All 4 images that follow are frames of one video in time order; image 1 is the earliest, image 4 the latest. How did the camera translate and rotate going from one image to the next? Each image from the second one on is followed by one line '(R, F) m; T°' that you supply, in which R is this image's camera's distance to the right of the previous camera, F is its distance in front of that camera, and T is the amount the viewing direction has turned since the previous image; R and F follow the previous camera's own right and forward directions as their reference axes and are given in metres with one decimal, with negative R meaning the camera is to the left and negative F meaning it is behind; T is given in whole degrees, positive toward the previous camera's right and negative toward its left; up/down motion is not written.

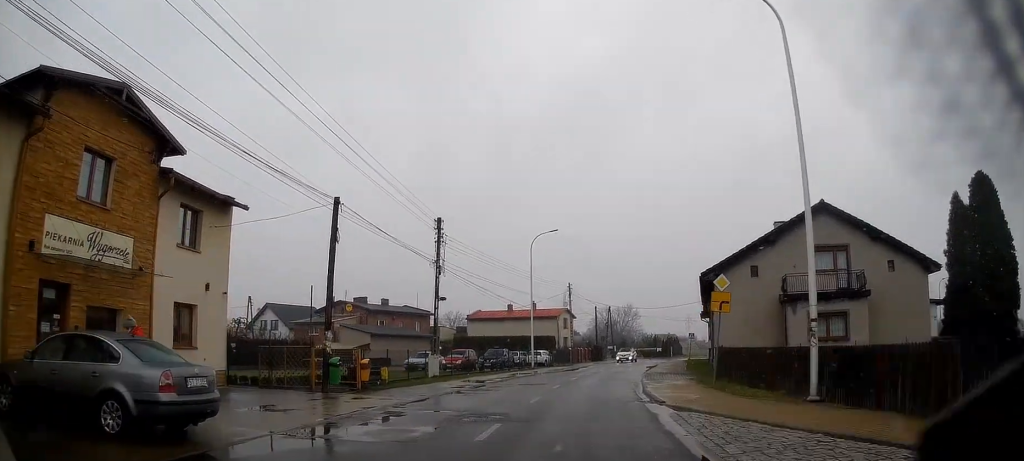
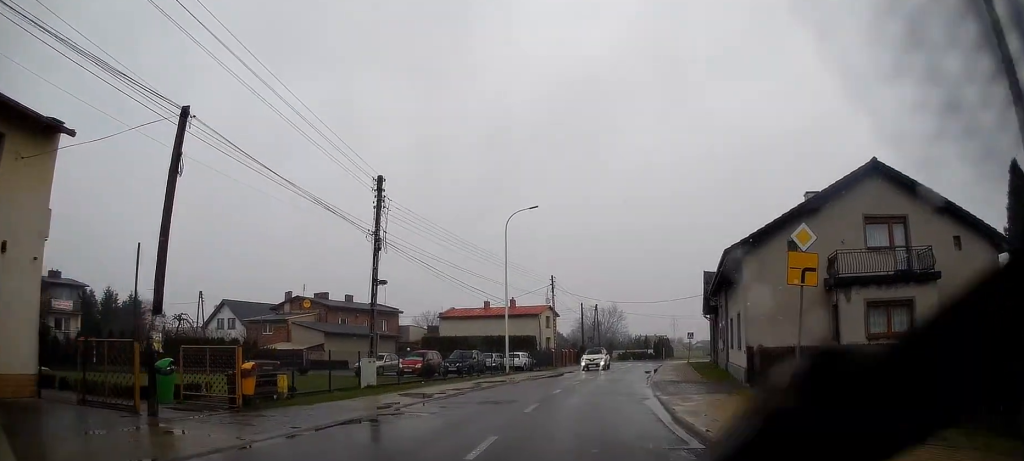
(-0.1, +8.0) m; -1°
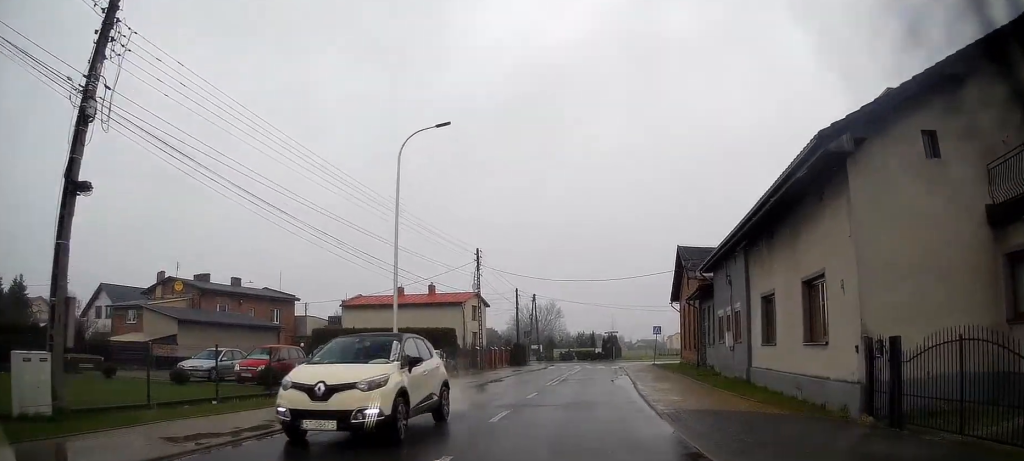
(+0.7, +13.1) m; +6°
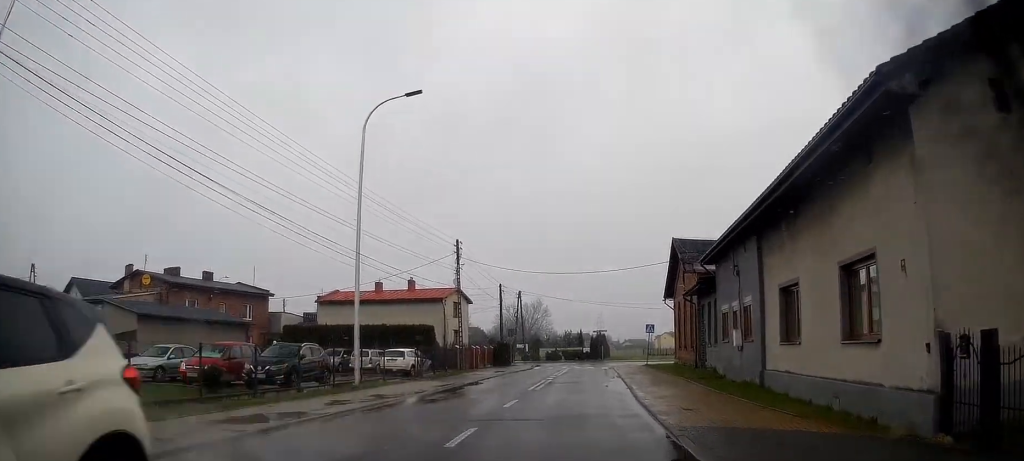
(0.0, +2.9) m; +1°
